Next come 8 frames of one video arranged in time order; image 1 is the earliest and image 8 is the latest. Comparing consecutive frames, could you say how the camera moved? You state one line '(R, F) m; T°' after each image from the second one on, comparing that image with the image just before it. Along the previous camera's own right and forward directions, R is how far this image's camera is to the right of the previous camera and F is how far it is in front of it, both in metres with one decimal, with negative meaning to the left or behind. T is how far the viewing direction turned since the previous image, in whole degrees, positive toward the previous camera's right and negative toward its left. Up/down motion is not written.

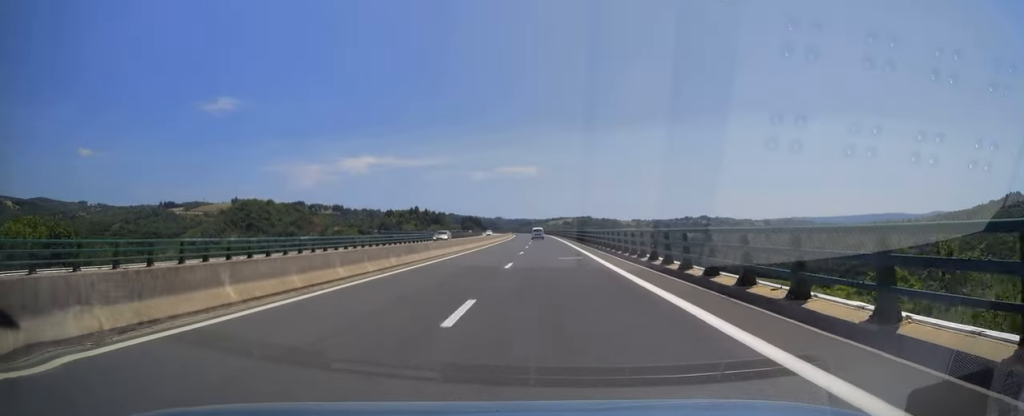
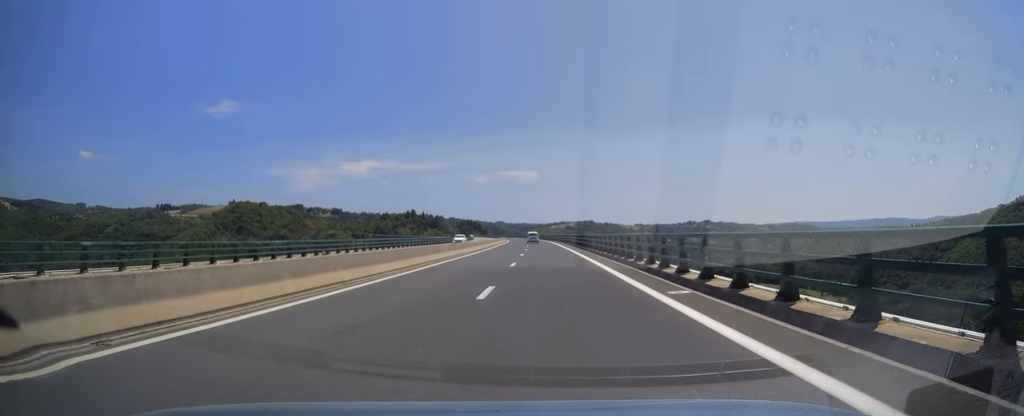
(+0.3, +34.8) m; +1°
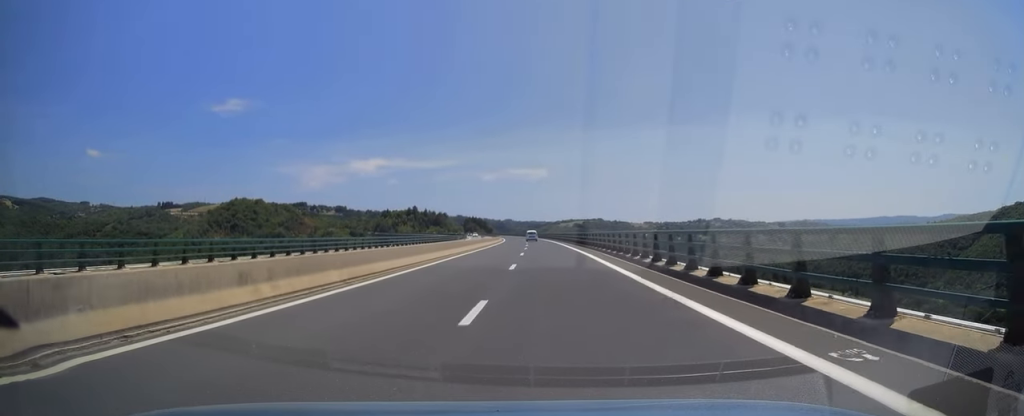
(-0.1, +42.9) m; -1°
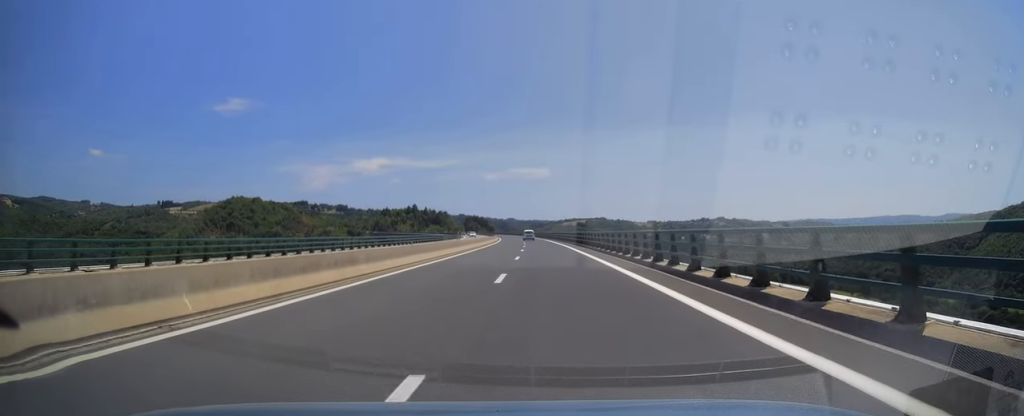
(-0.1, +19.3) m; 0°
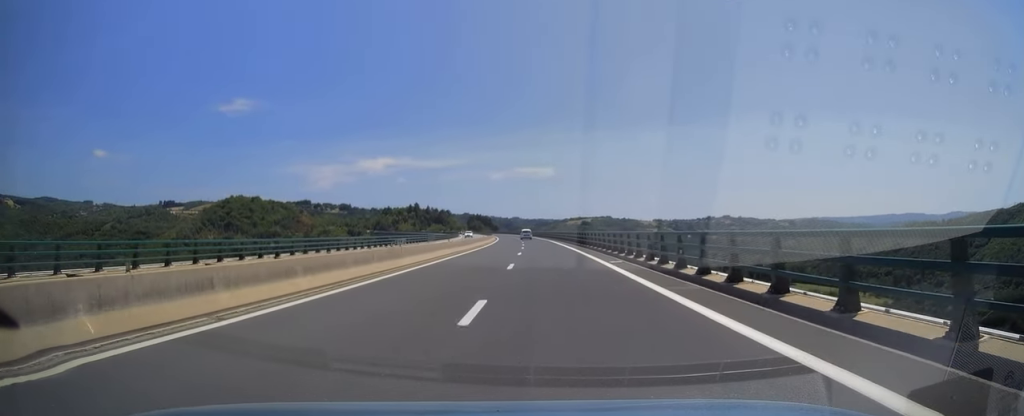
(0.0, +19.8) m; 0°
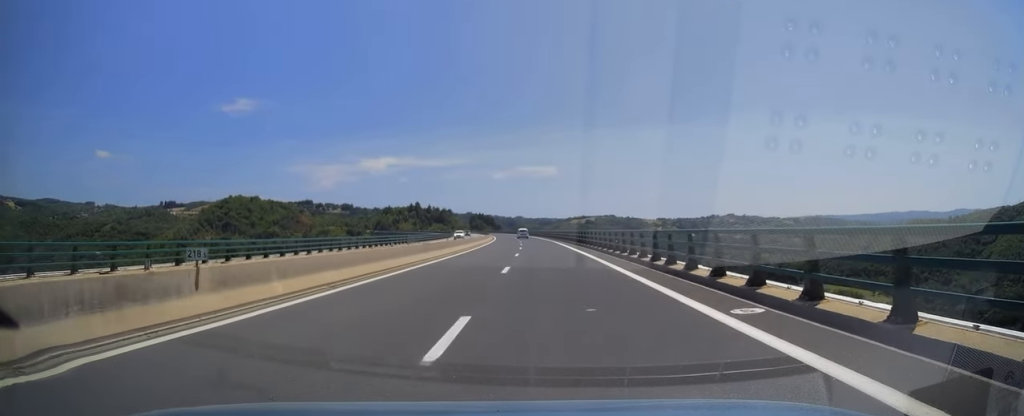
(0.0, +15.6) m; 0°
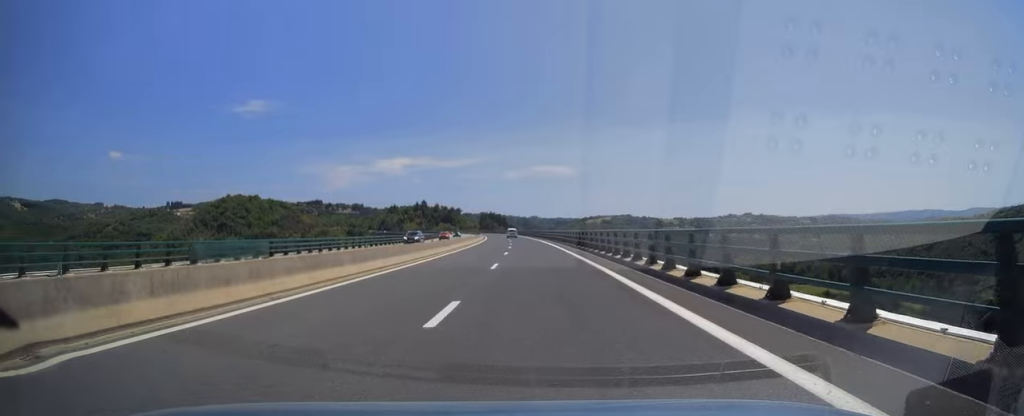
(-0.3, +49.8) m; -1°
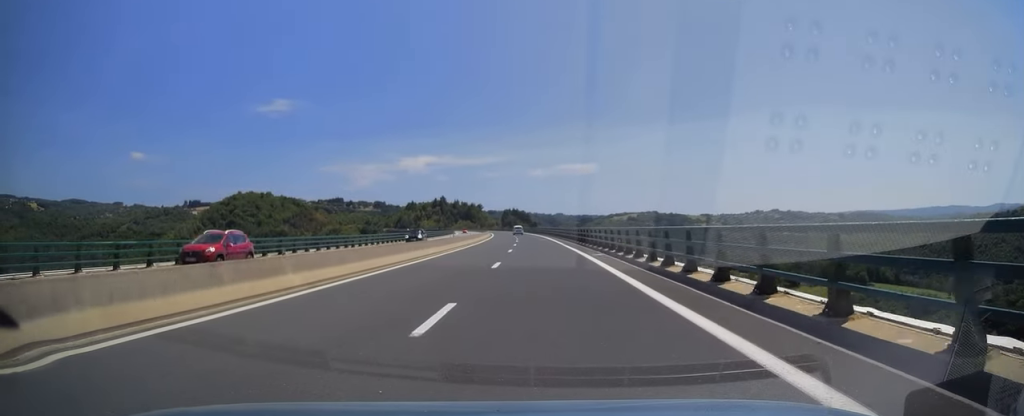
(-0.6, +40.1) m; -2°
